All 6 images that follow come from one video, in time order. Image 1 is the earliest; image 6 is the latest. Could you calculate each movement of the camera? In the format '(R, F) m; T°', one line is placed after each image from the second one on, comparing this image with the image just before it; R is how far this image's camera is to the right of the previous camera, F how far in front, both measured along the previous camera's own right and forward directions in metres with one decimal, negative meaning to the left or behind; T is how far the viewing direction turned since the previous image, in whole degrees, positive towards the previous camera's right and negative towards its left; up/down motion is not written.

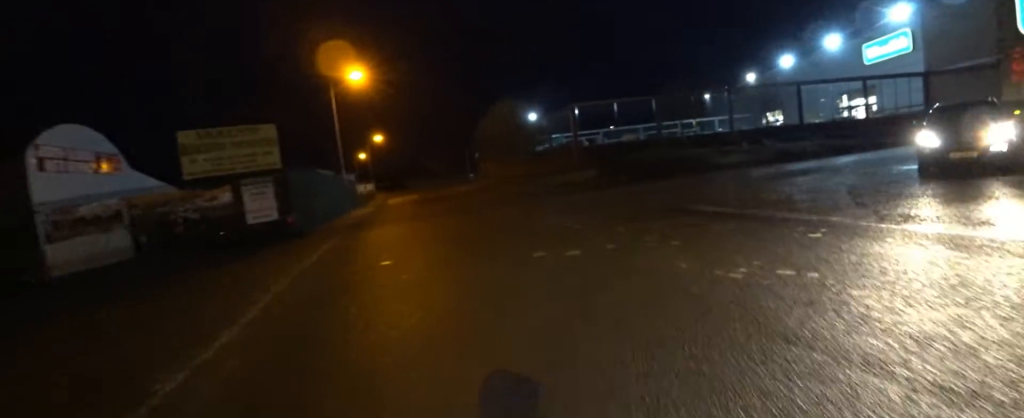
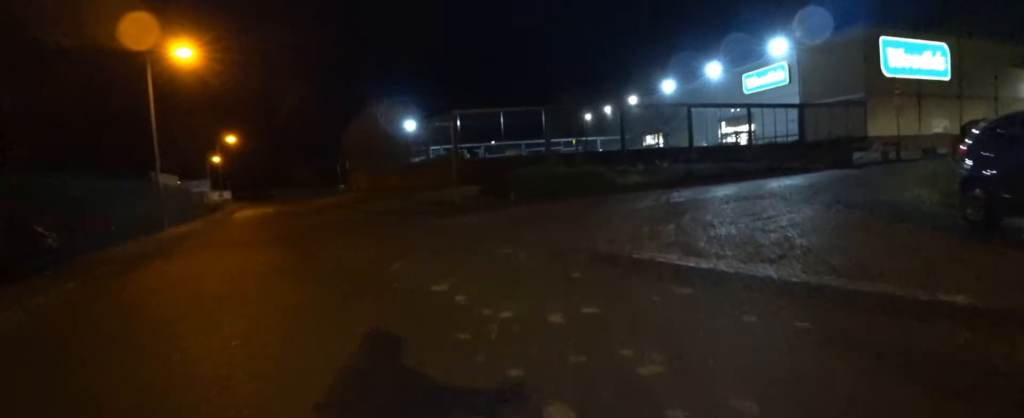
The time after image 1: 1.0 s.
(+0.3, +4.2) m; +10°
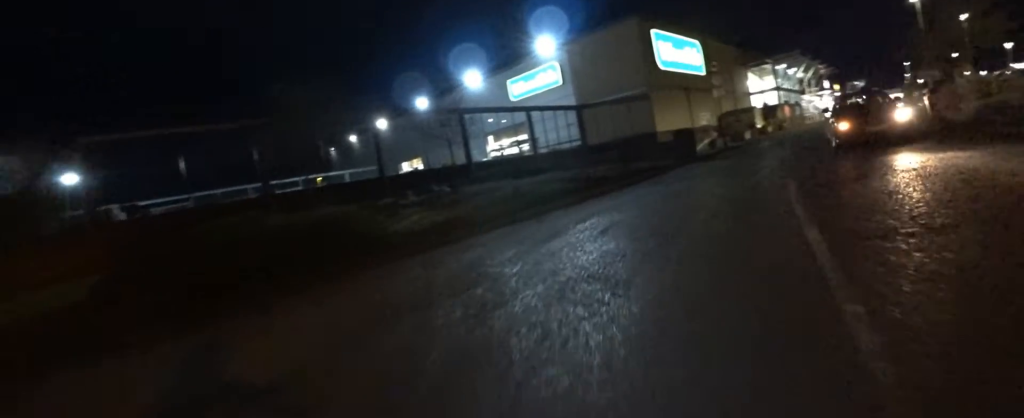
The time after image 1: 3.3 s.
(+4.0, +8.2) m; +50°
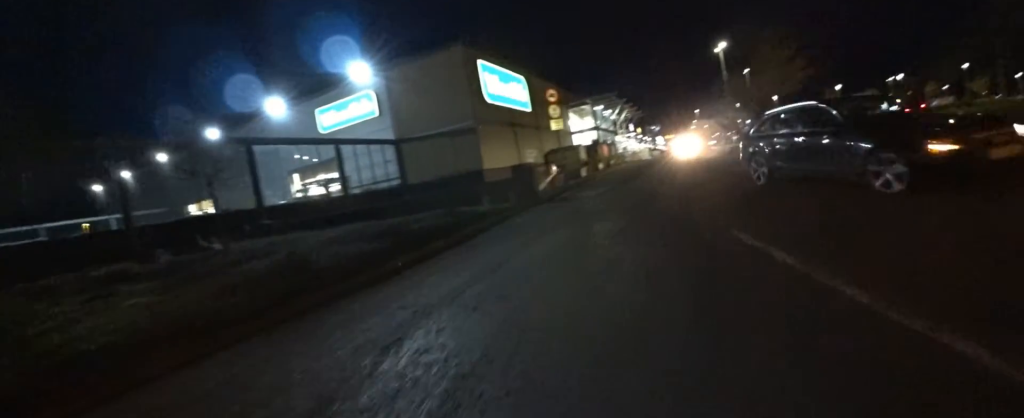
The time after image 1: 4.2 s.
(+0.1, +3.9) m; +1°
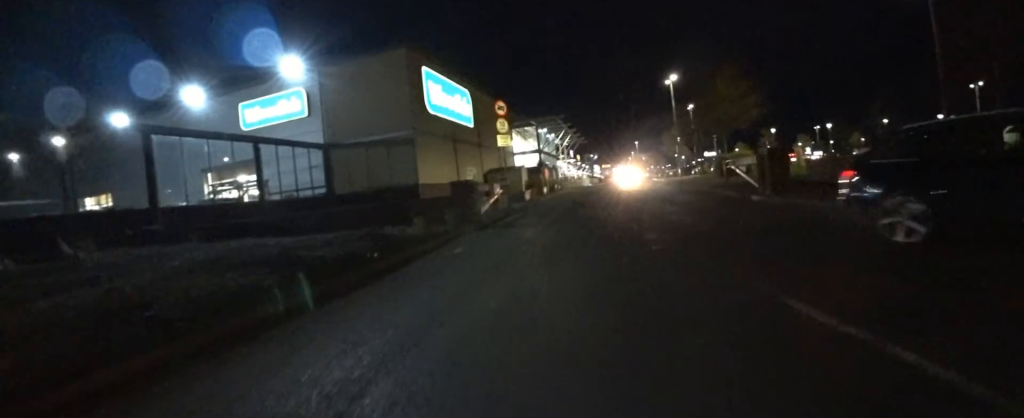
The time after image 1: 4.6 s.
(0.0, +2.0) m; -3°
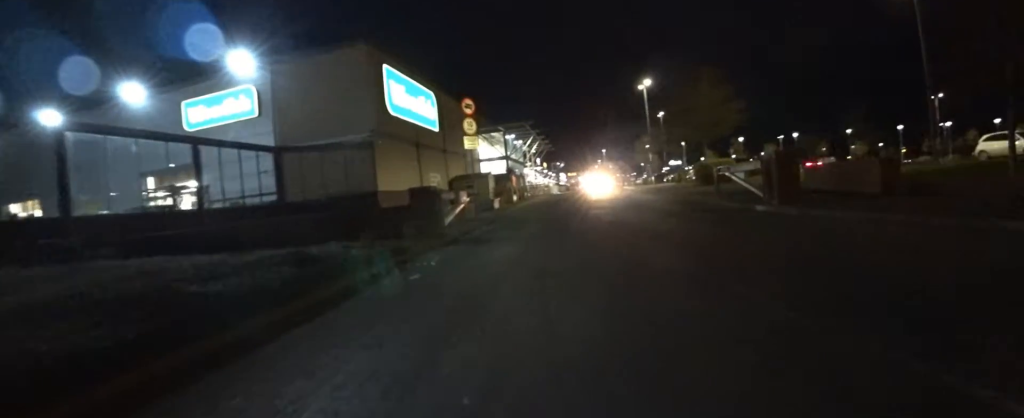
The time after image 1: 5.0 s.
(+0.1, +1.8) m; -4°
